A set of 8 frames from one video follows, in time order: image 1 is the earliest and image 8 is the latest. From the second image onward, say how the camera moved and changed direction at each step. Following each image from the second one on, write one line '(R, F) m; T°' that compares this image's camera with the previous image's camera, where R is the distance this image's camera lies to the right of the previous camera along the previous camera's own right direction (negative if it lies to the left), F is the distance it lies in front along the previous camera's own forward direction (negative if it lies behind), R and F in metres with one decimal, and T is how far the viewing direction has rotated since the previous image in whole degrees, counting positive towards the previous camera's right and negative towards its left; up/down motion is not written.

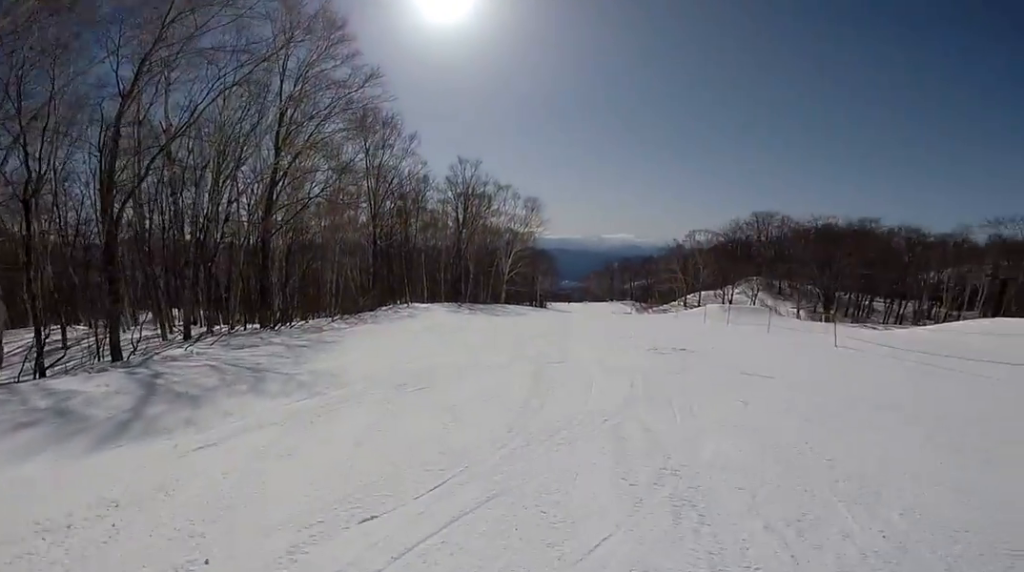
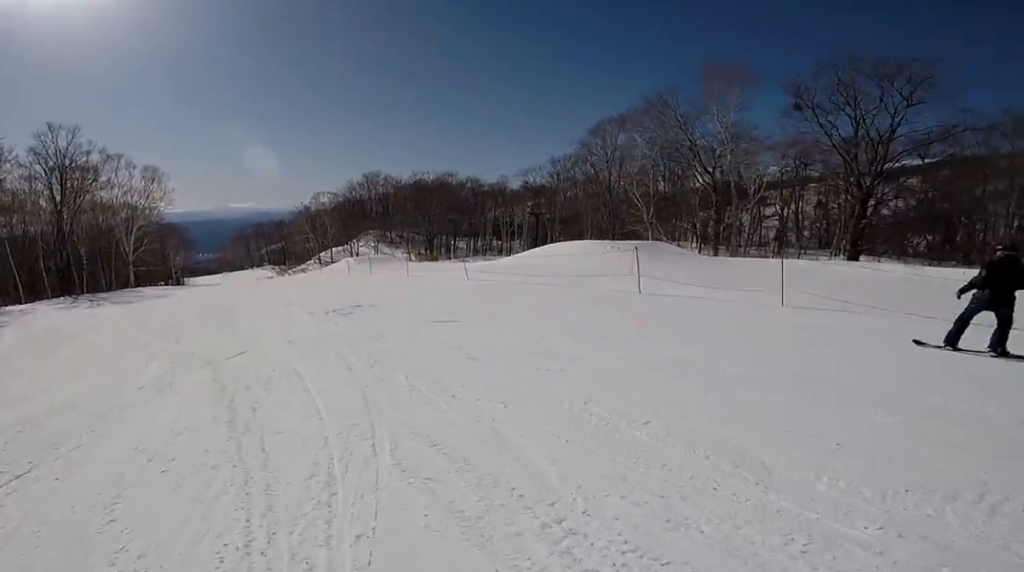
(+0.8, +2.9) m; +17°
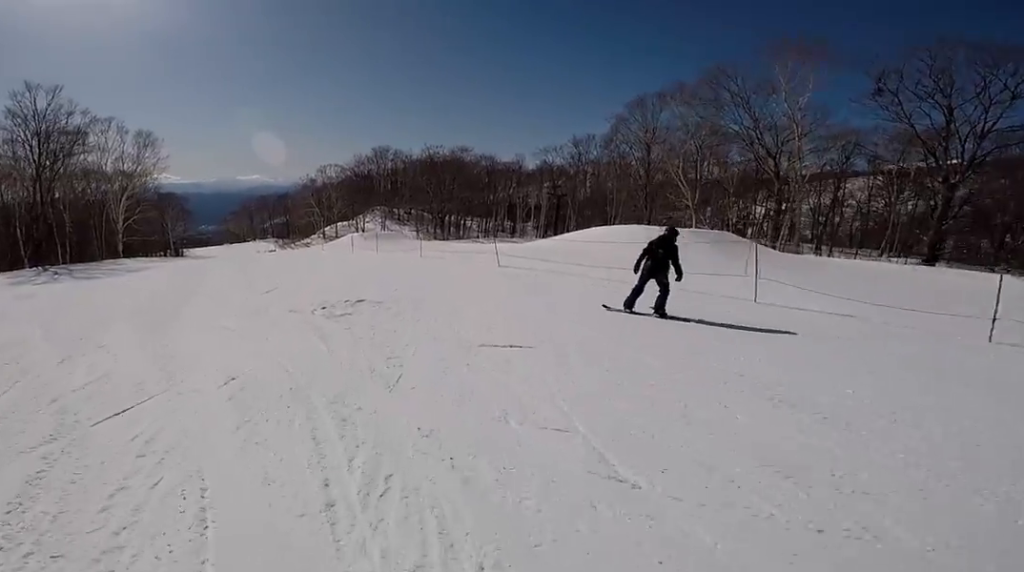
(+0.6, +4.2) m; +5°
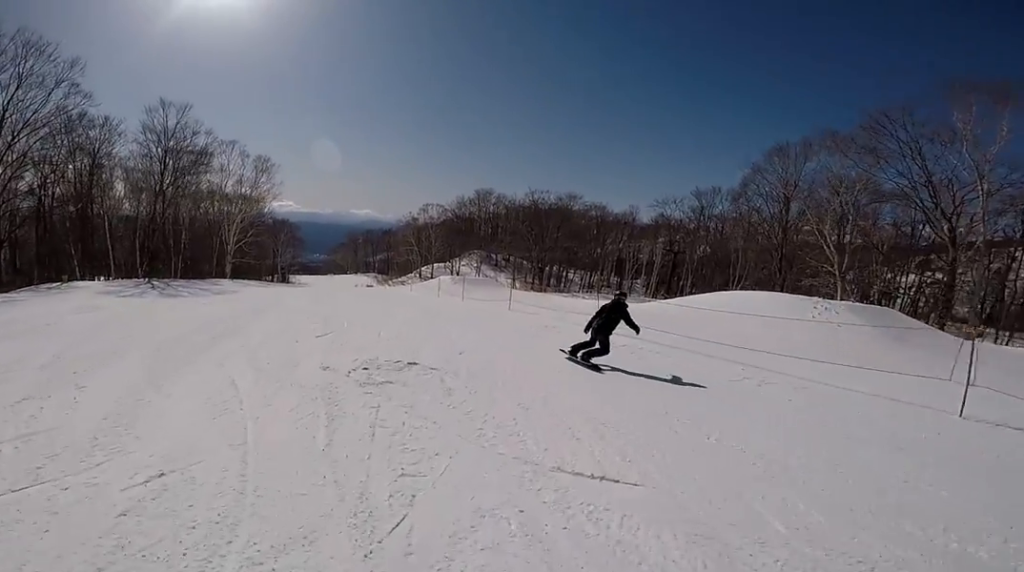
(+0.1, +2.0) m; -3°
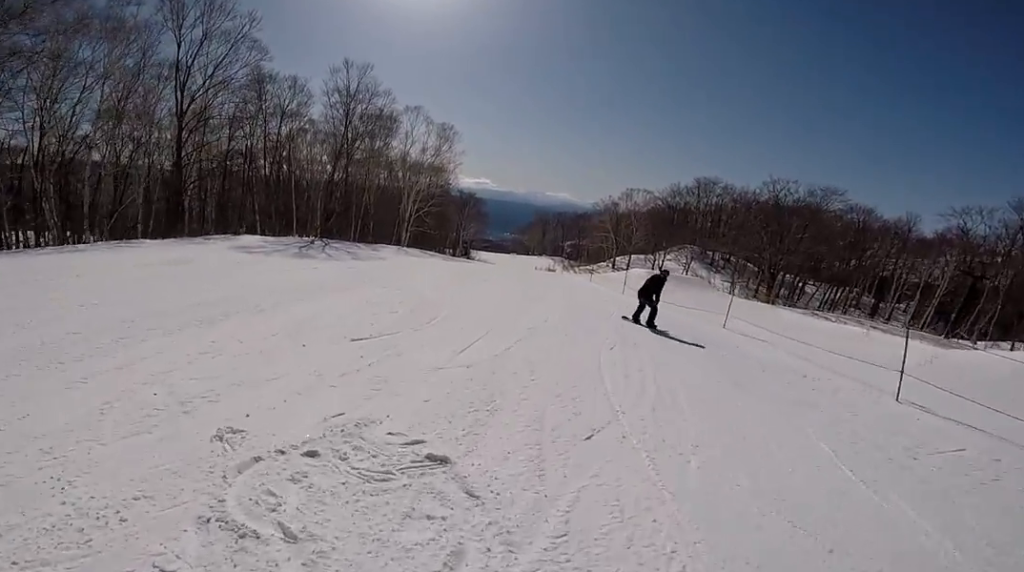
(-0.5, +4.1) m; -32°
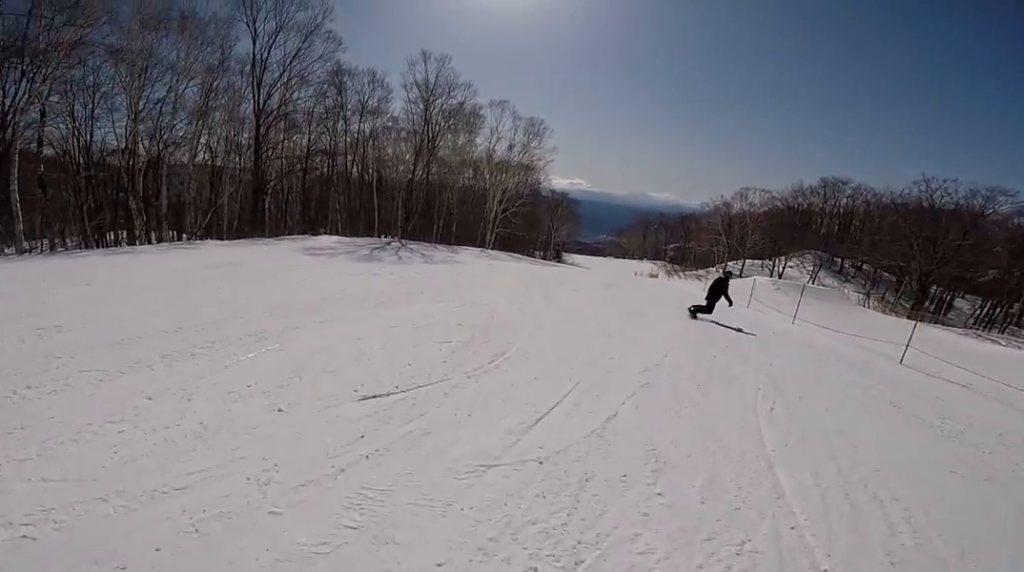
(-0.9, +2.4) m; -6°
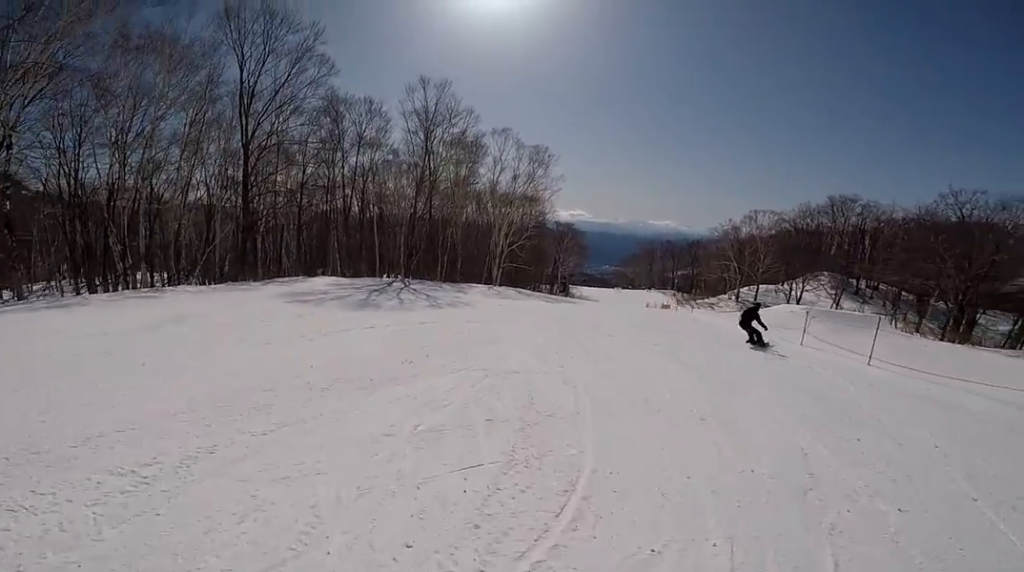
(-0.4, +2.7) m; +1°
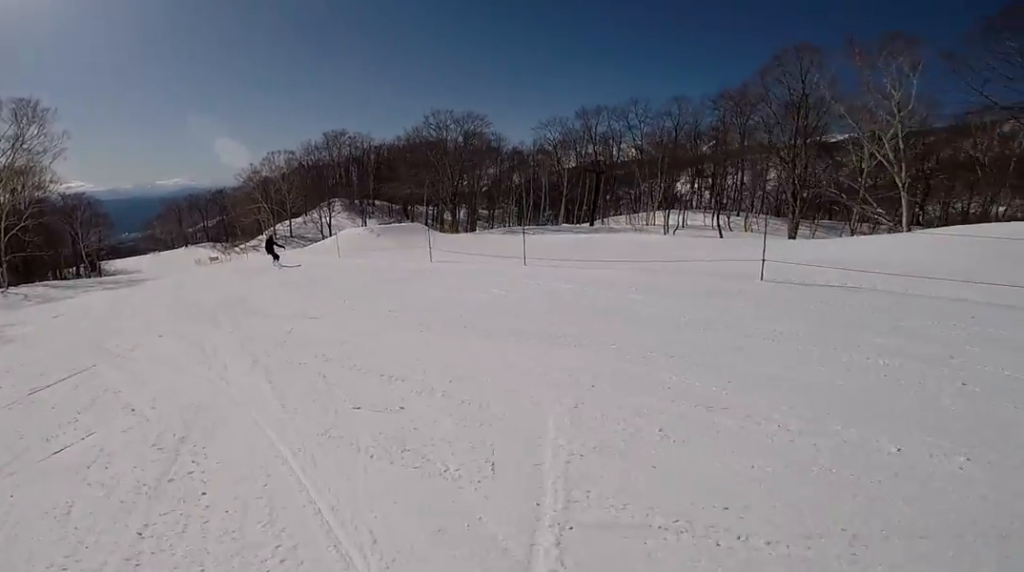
(+2.2, +5.5) m; +36°
